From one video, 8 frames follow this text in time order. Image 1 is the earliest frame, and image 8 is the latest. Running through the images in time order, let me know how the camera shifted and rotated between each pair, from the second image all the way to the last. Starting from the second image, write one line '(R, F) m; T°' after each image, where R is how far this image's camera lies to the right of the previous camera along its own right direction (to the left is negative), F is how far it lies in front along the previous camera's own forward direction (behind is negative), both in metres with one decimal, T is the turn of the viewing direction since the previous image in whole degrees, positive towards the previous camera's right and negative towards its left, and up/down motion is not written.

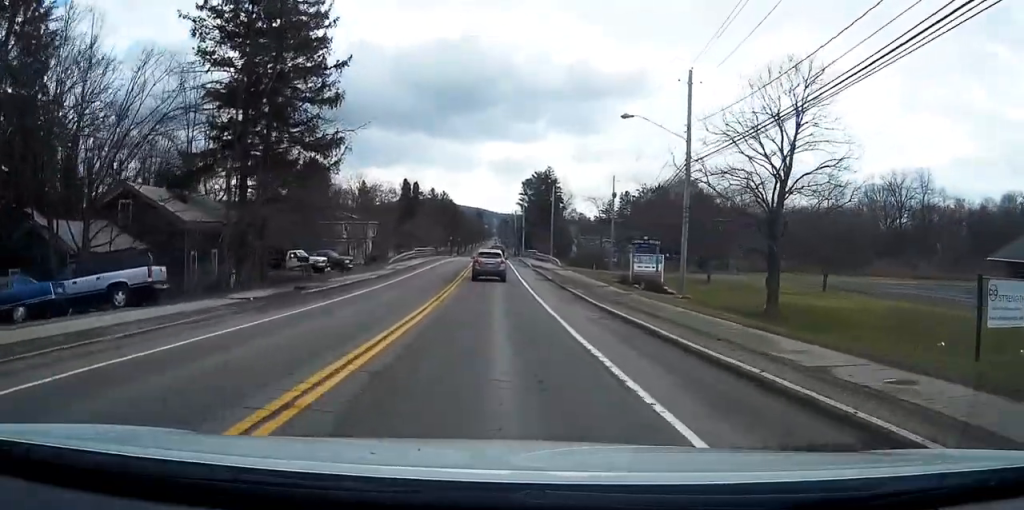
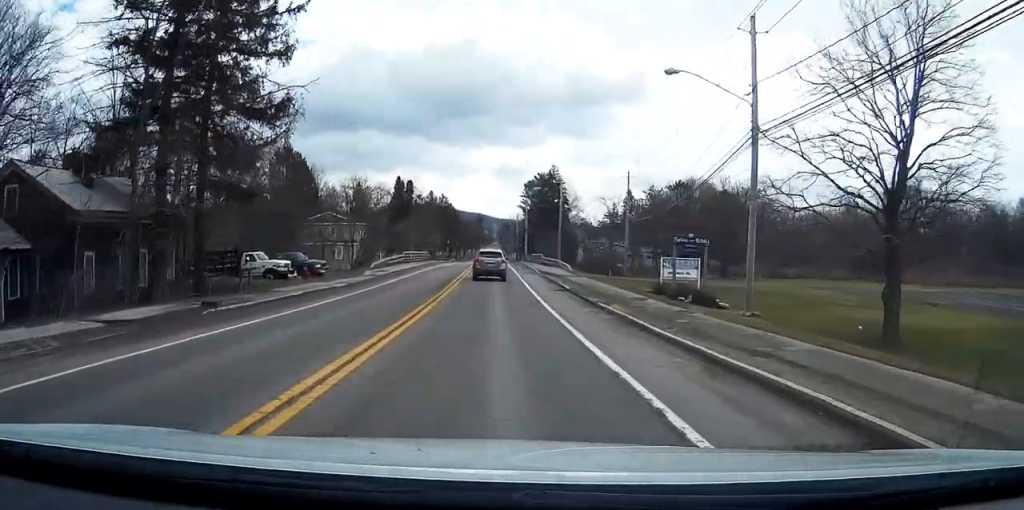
(0.0, +9.9) m; -1°
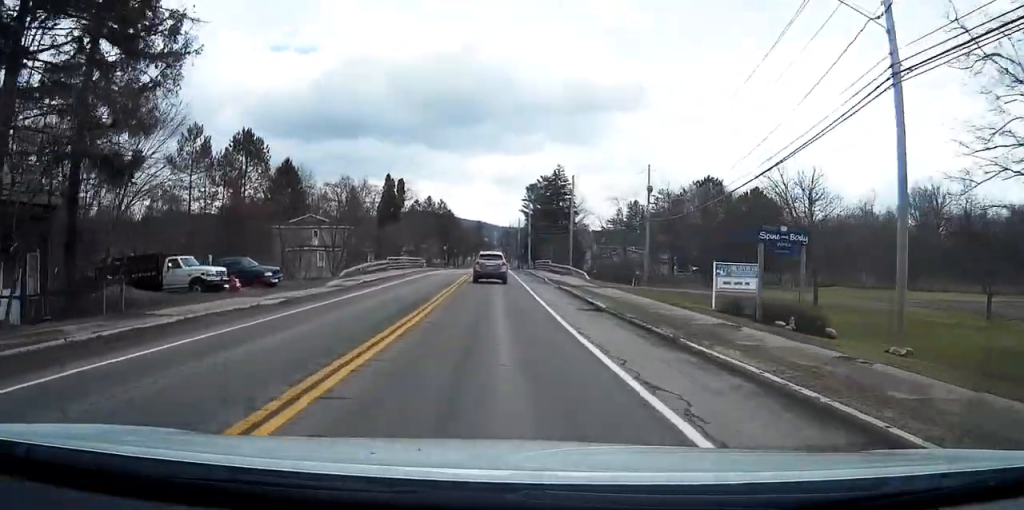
(-0.2, +11.0) m; -1°
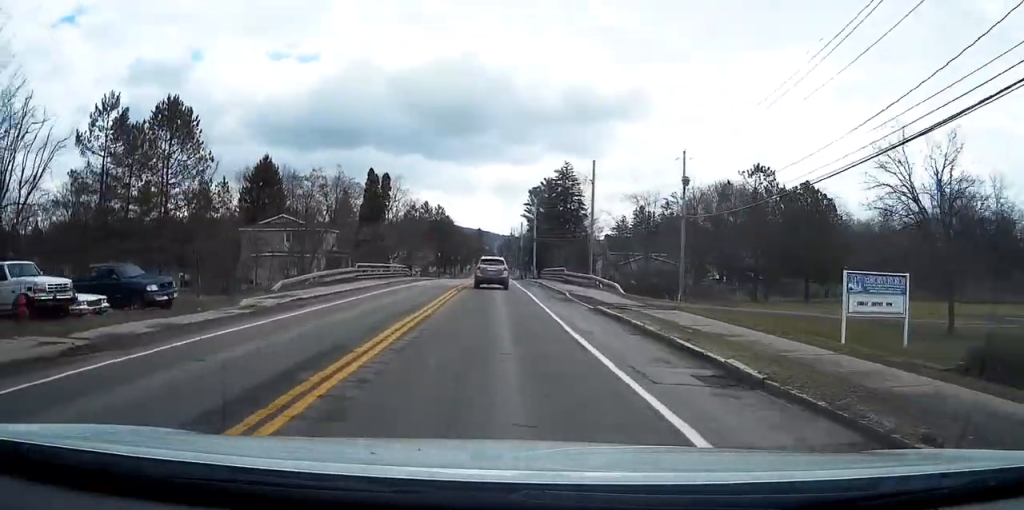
(0.0, +13.7) m; 0°
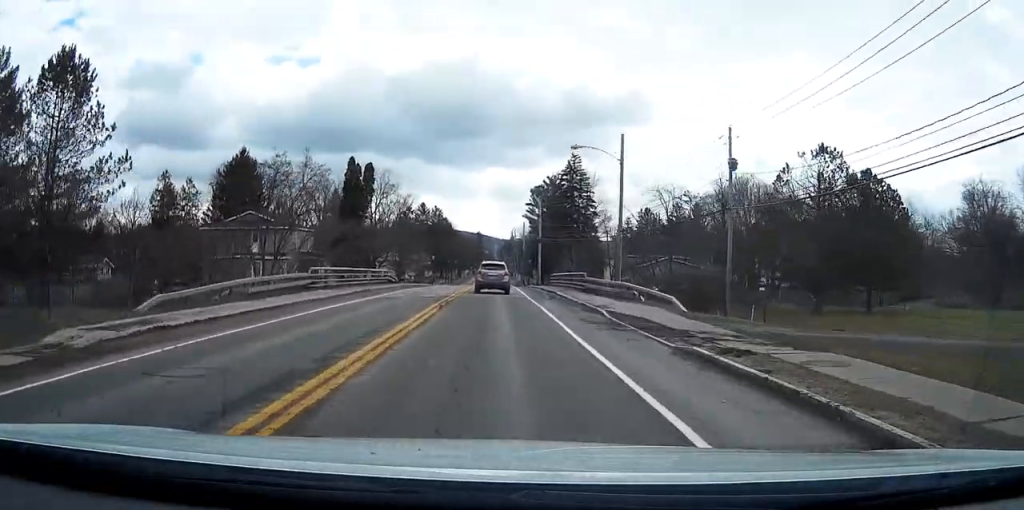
(0.0, +12.2) m; 0°
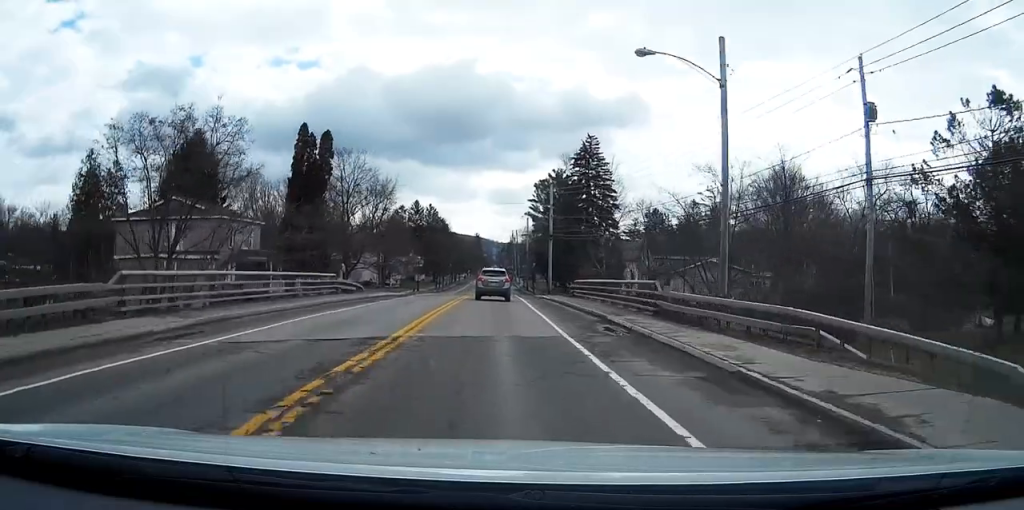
(0.0, +19.1) m; 0°
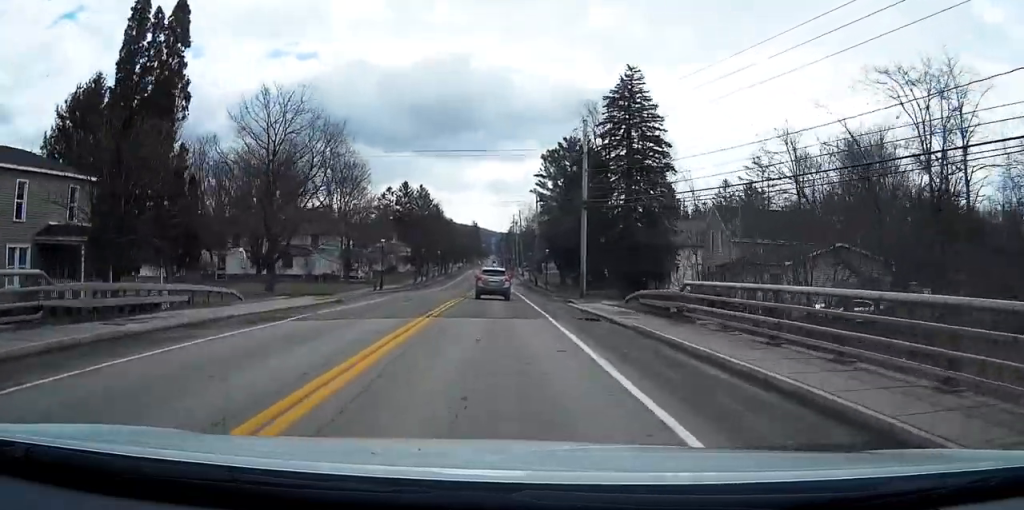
(0.0, +28.3) m; 0°
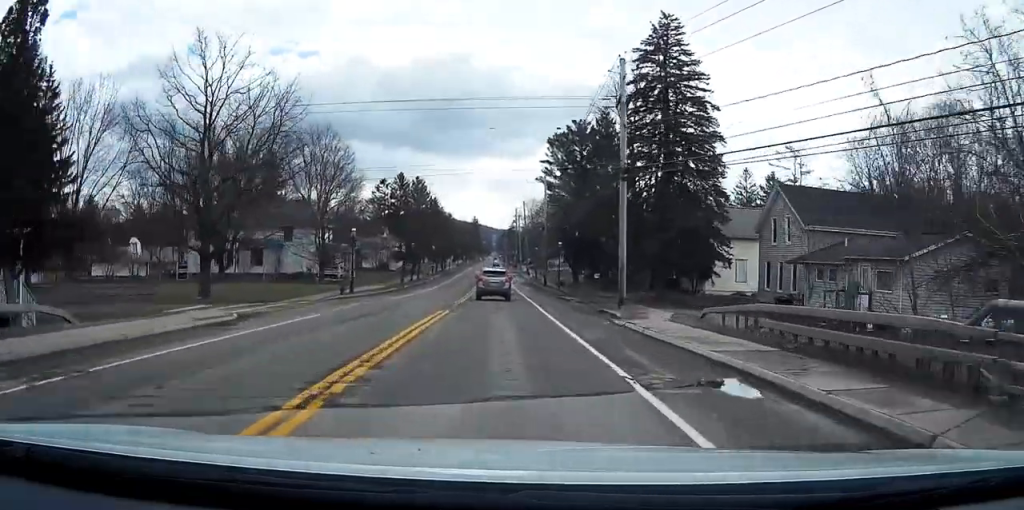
(0.0, +13.4) m; 0°
